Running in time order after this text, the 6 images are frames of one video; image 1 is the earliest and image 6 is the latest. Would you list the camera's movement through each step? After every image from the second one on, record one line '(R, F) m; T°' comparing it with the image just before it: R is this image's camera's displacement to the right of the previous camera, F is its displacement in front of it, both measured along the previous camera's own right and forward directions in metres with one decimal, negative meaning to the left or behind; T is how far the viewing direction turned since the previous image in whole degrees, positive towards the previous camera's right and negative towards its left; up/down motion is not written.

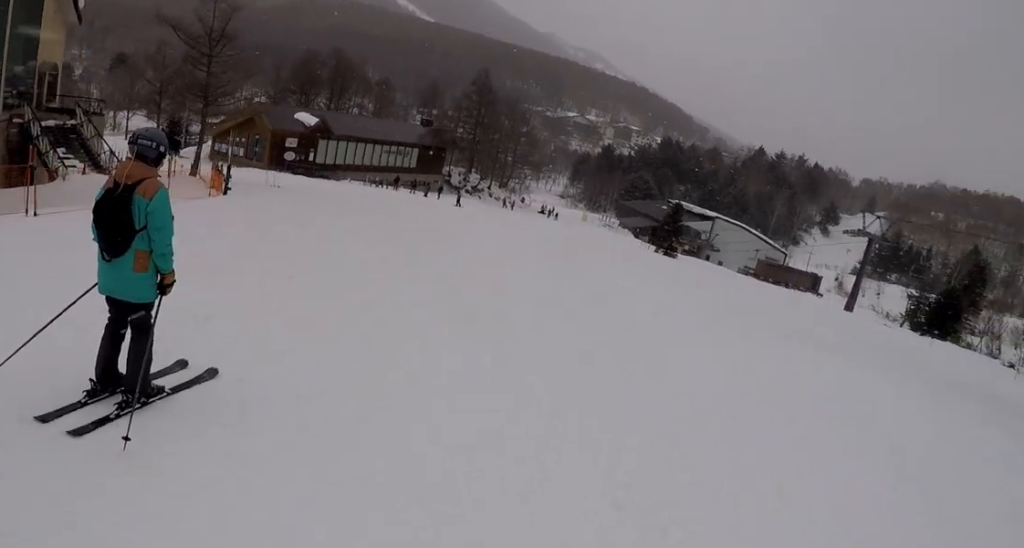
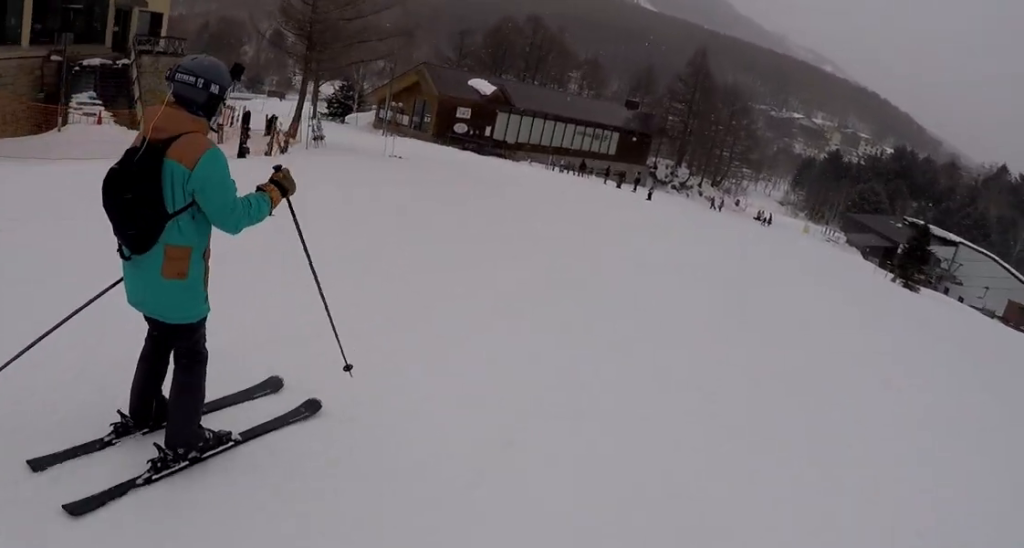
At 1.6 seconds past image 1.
(+0.8, +11.7) m; +4°
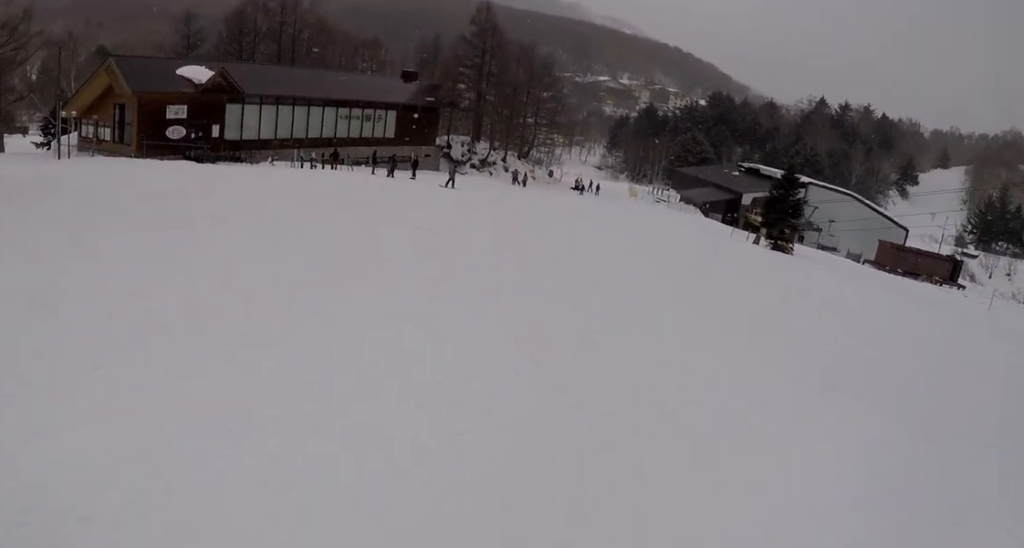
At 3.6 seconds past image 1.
(0.0, +15.0) m; 0°
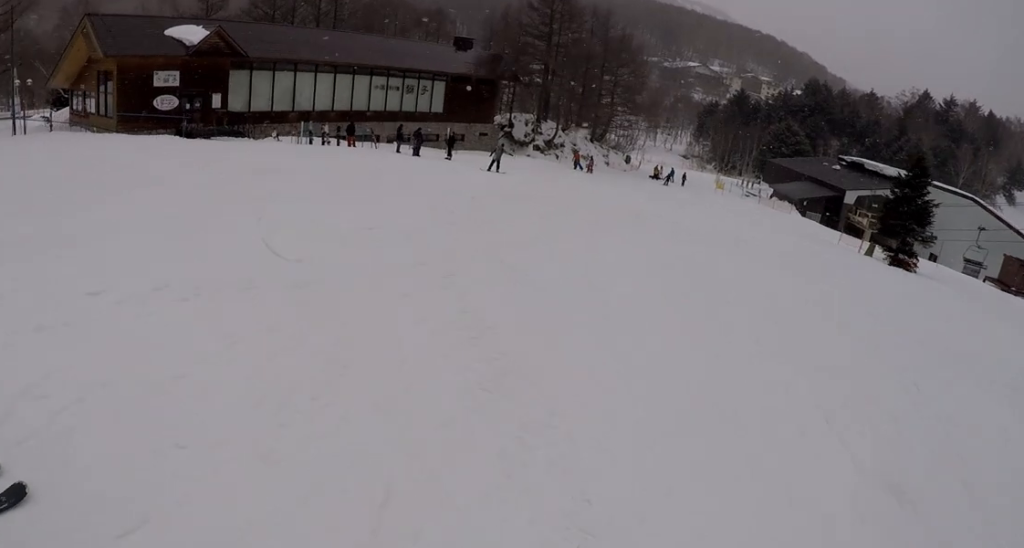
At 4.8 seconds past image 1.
(0.0, +9.0) m; +4°
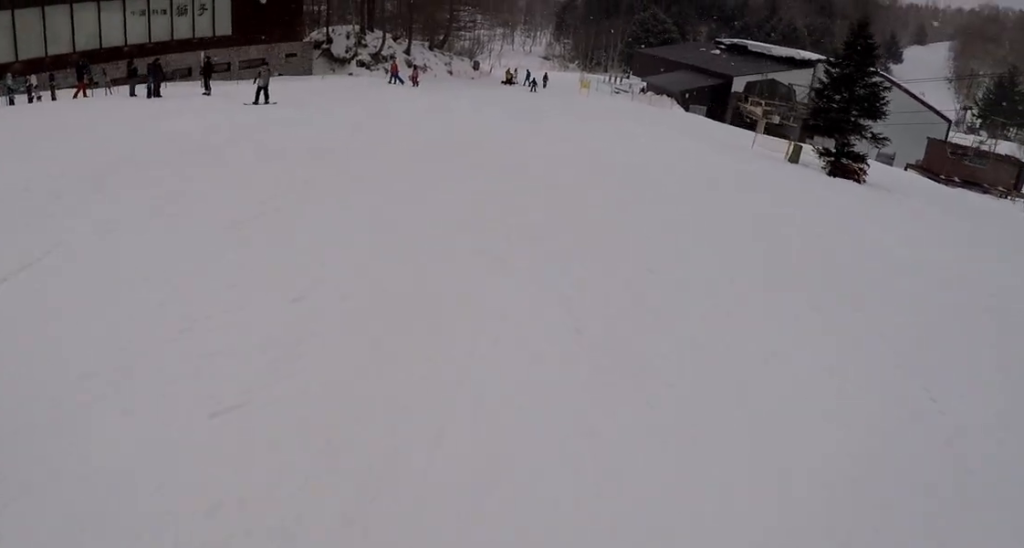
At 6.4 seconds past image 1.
(+1.6, +11.5) m; +5°
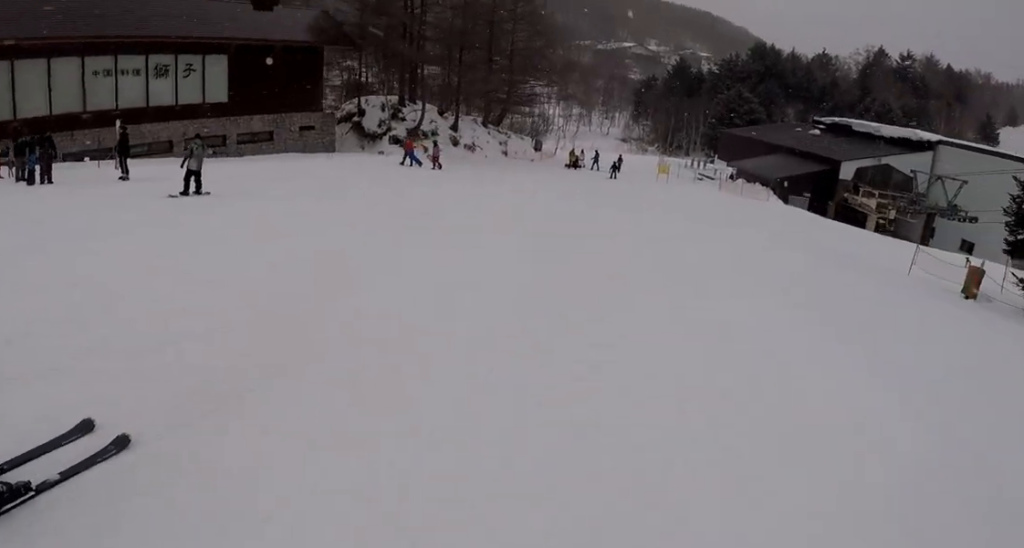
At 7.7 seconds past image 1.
(-1.6, +10.3) m; -10°
